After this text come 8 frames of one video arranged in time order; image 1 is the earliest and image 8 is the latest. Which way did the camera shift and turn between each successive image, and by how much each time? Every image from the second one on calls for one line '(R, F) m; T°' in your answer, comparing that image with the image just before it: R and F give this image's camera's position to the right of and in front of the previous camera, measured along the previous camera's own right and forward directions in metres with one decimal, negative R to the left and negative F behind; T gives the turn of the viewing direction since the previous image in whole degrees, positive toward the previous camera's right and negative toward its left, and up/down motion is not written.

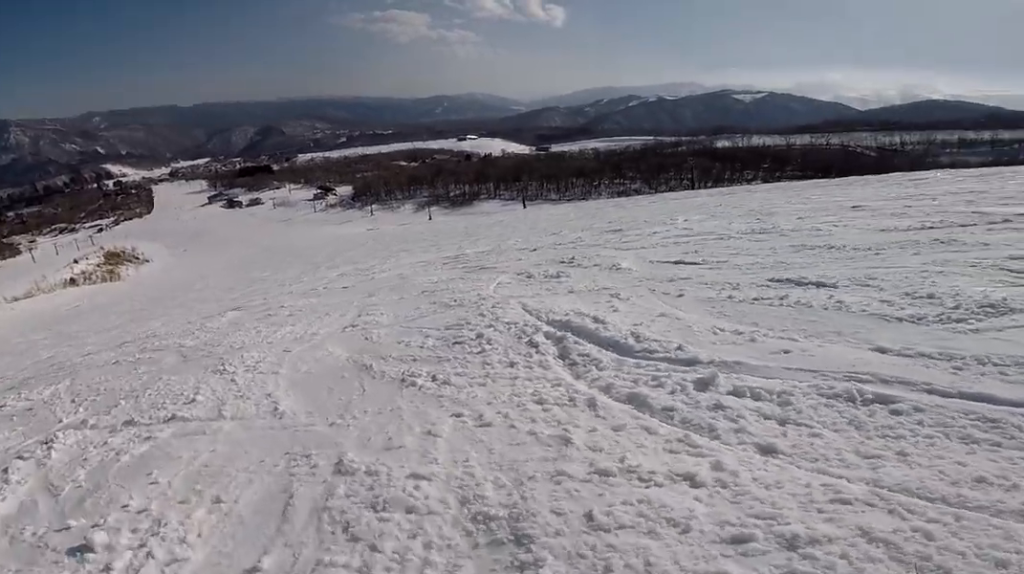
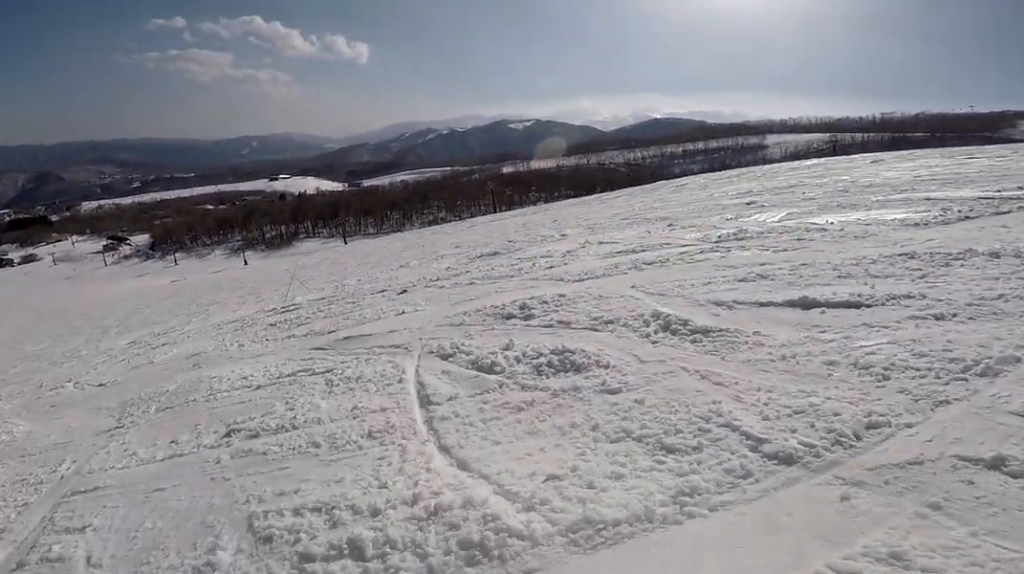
(-0.1, +5.9) m; +17°
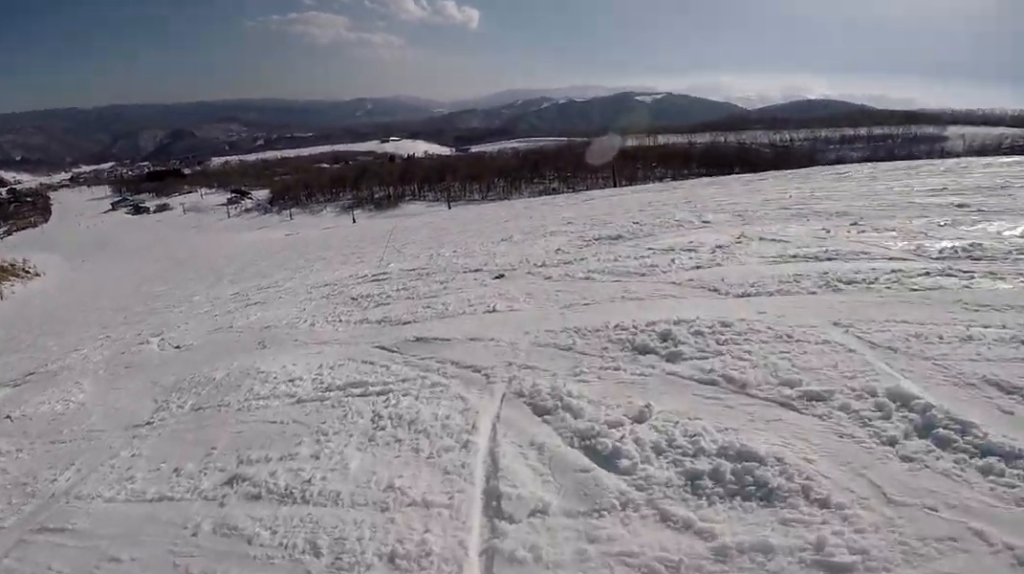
(+0.2, +2.3) m; -3°
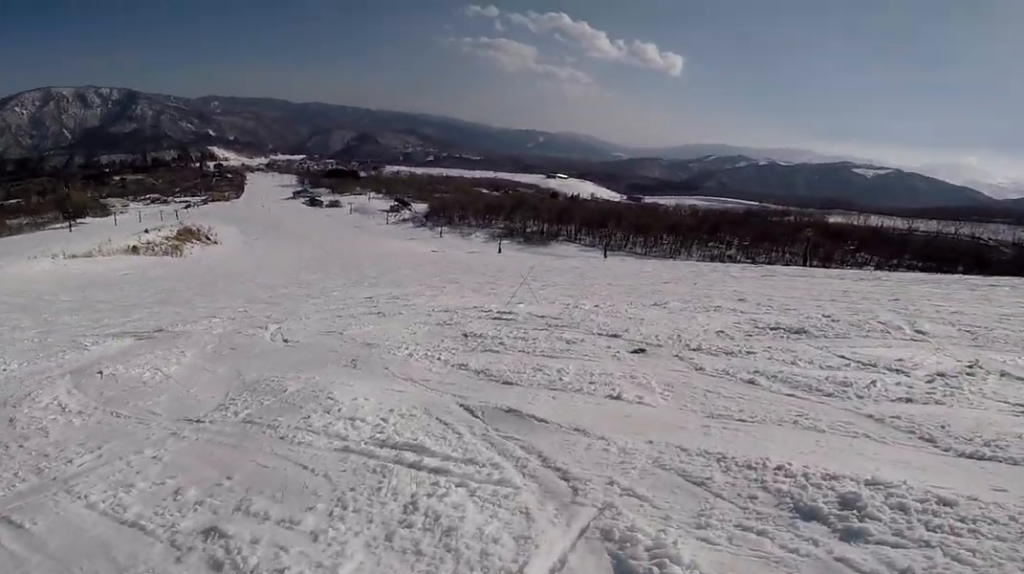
(+0.2, +1.6) m; -3°
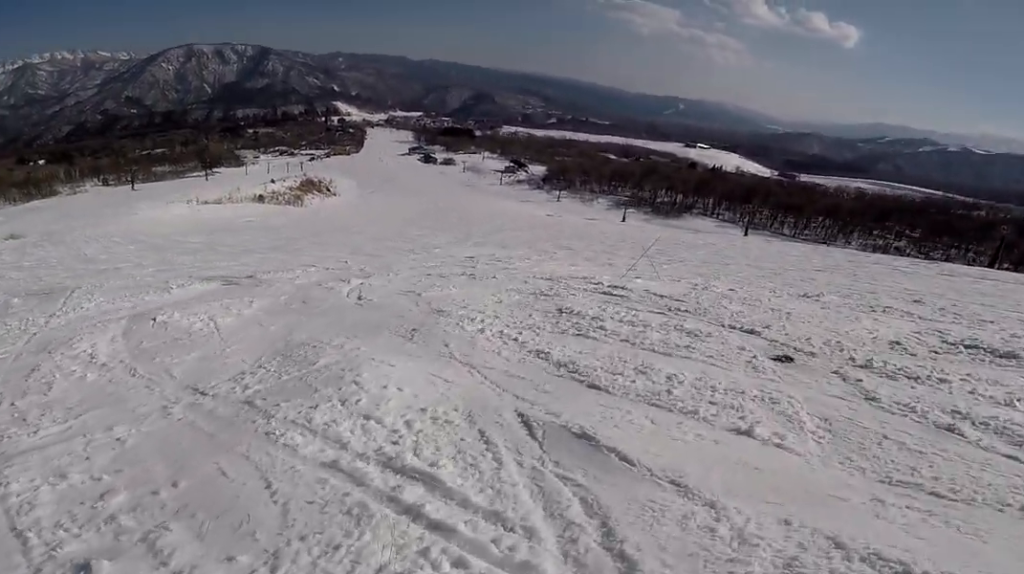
(-0.3, +1.6) m; -14°
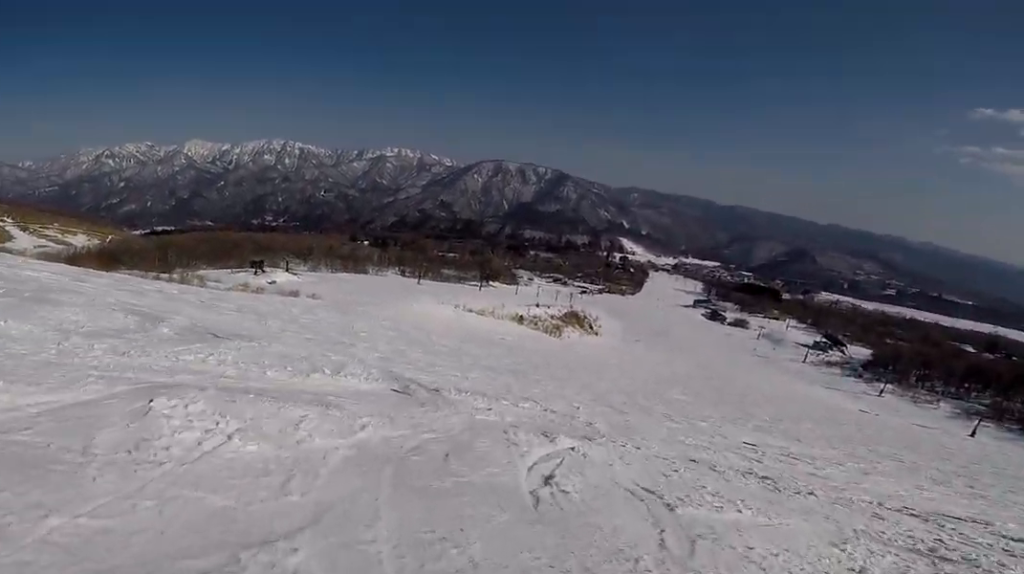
(-1.4, +4.1) m; -37°
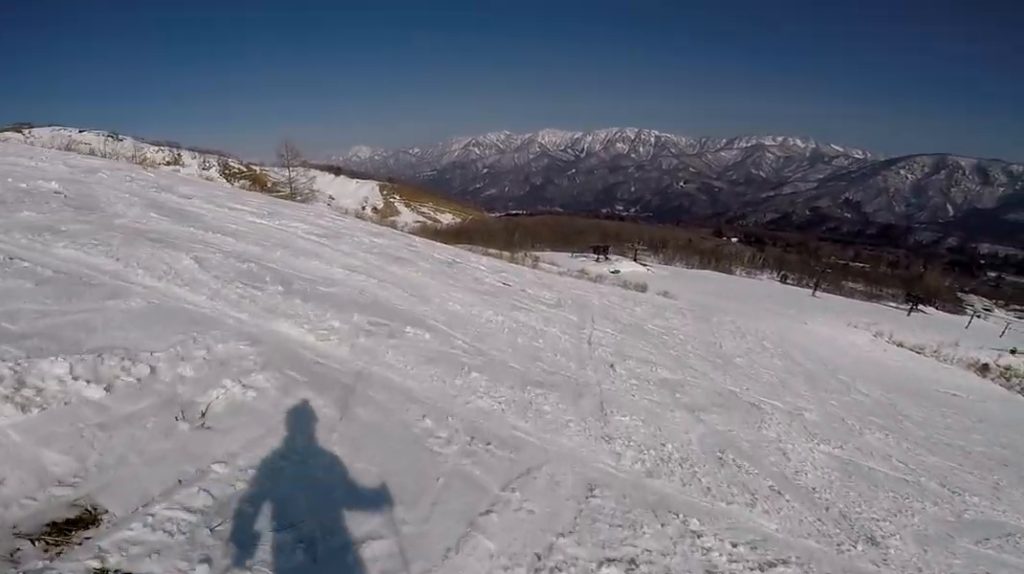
(-6.5, +8.6) m; -47°
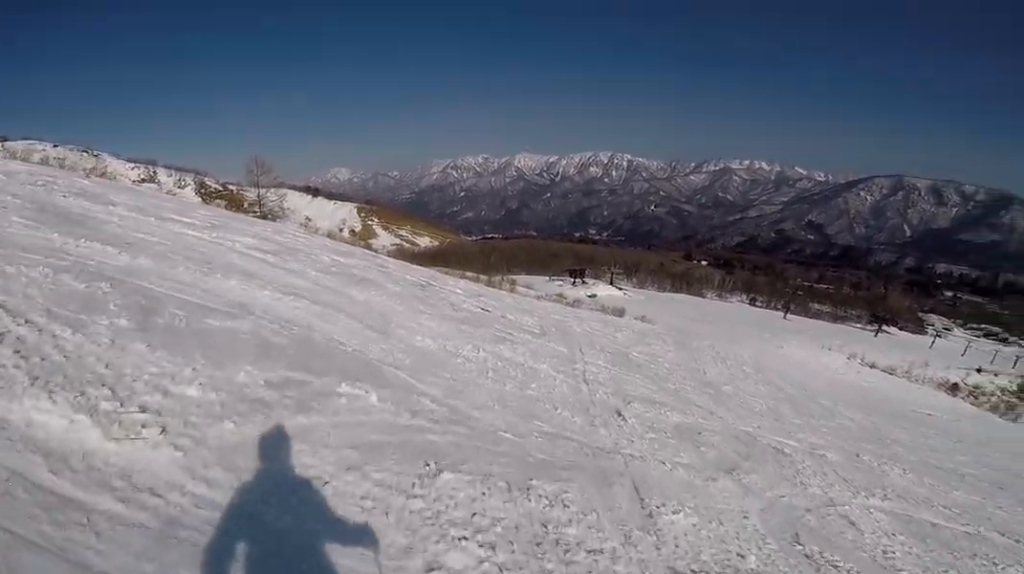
(+0.5, +2.2) m; -1°
